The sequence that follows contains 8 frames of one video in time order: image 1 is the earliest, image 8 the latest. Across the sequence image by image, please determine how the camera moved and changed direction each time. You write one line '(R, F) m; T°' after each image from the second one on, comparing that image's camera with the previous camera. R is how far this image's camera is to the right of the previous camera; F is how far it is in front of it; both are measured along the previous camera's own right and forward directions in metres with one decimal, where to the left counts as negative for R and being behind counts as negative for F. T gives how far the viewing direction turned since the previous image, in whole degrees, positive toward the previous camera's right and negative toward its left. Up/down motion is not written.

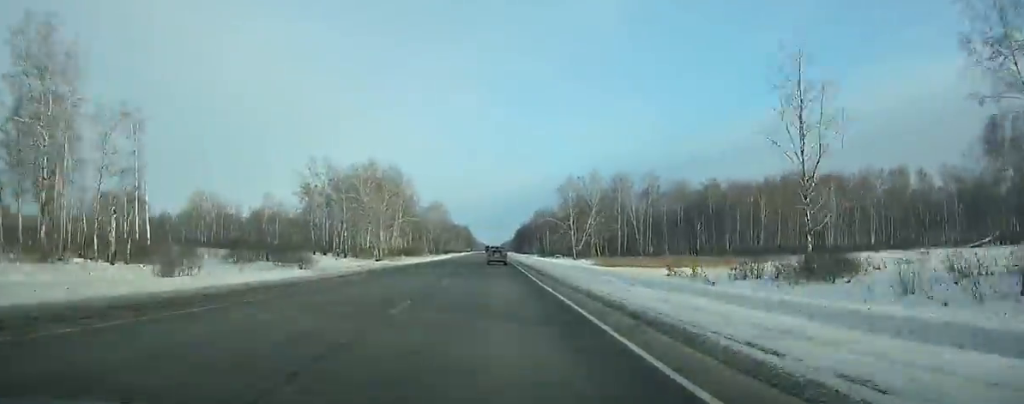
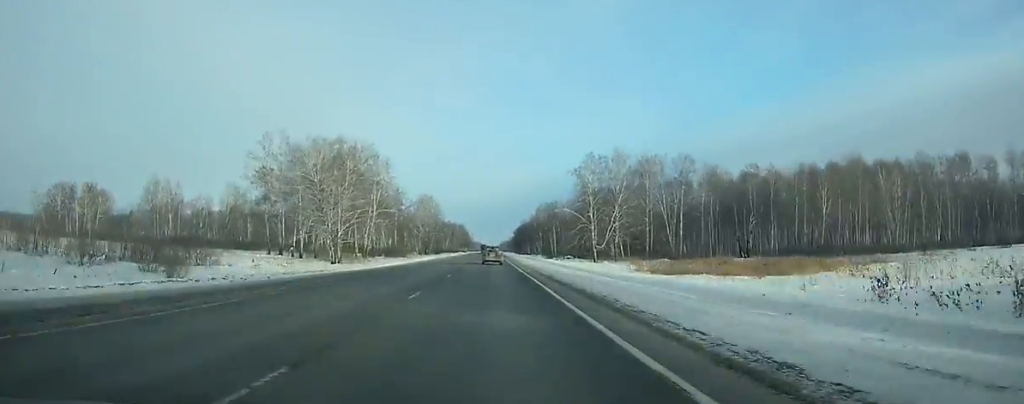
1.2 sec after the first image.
(0.0, +32.0) m; 0°
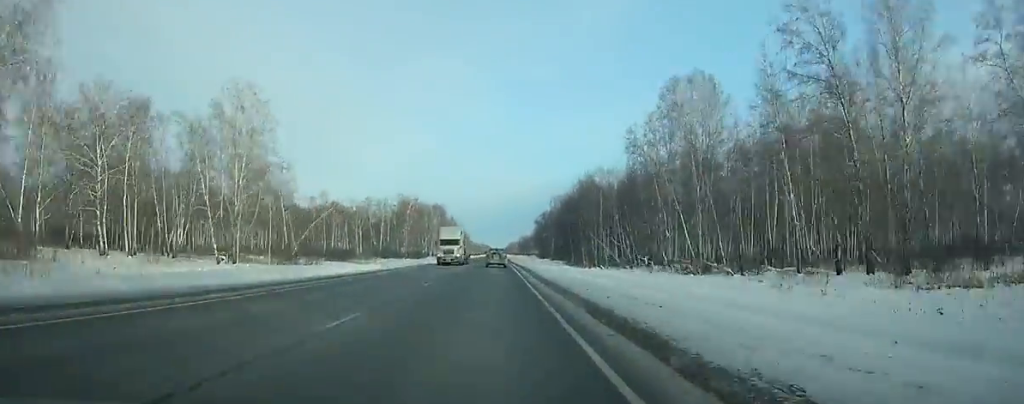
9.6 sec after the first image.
(-0.3, +222.8) m; 0°
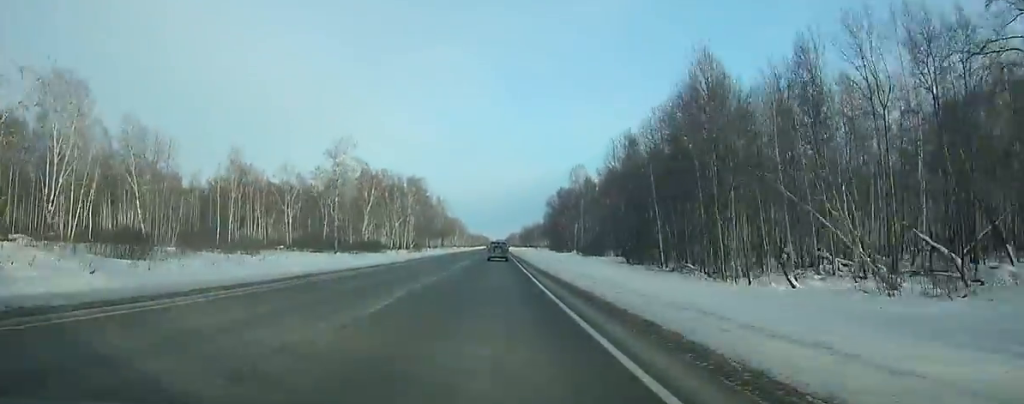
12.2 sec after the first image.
(-0.1, +68.5) m; 0°
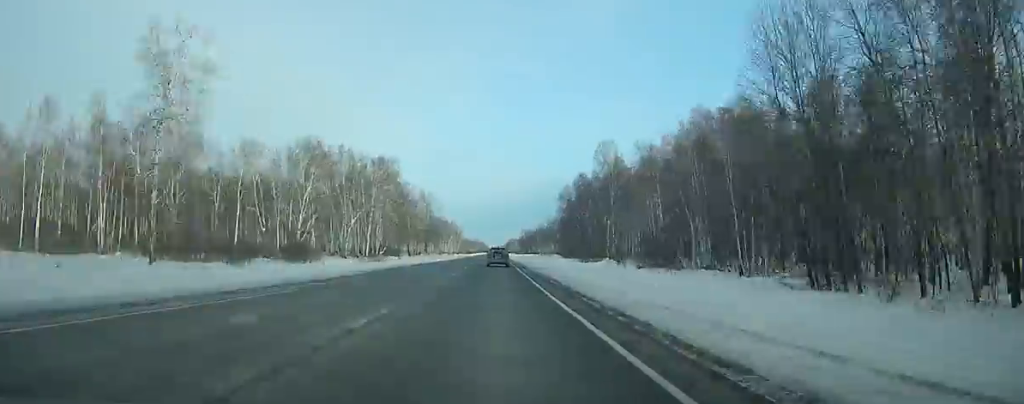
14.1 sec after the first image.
(+0.1, +49.9) m; 0°
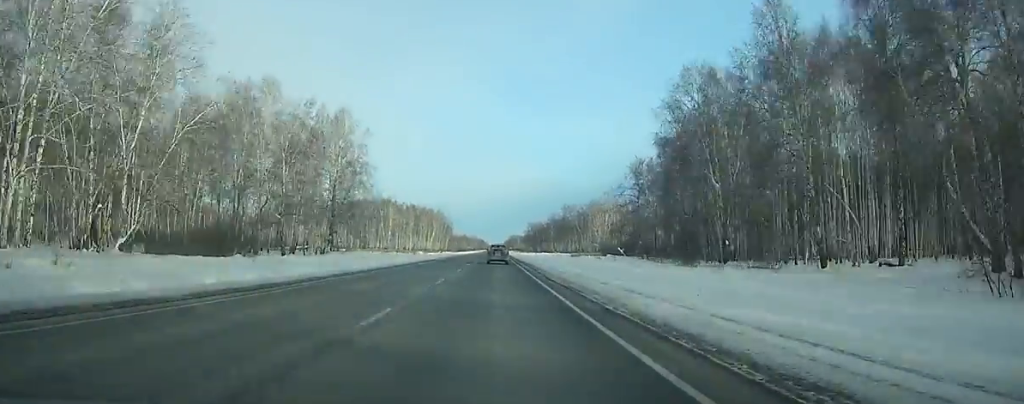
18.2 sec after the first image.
(+0.1, +107.5) m; 0°
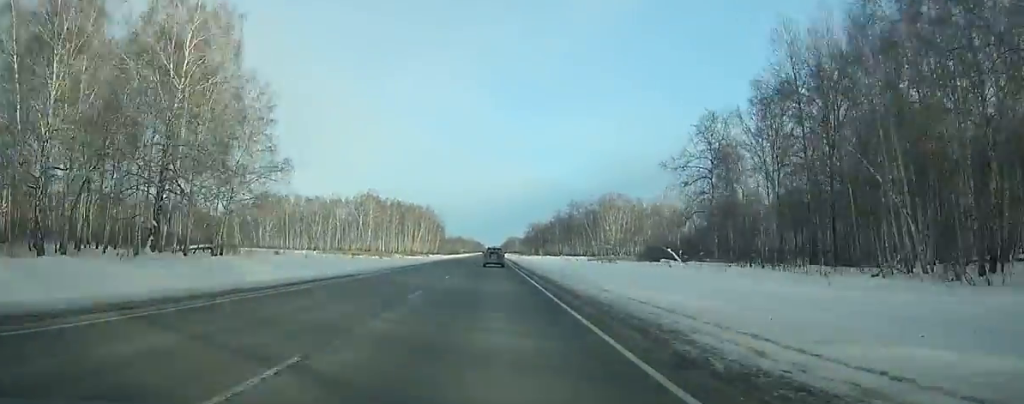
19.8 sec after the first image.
(+0.1, +42.0) m; 0°
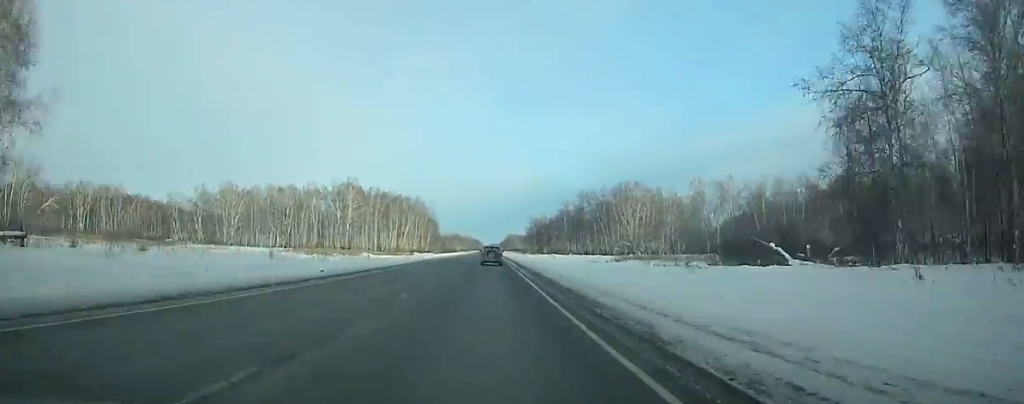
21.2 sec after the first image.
(0.0, +36.8) m; 0°
